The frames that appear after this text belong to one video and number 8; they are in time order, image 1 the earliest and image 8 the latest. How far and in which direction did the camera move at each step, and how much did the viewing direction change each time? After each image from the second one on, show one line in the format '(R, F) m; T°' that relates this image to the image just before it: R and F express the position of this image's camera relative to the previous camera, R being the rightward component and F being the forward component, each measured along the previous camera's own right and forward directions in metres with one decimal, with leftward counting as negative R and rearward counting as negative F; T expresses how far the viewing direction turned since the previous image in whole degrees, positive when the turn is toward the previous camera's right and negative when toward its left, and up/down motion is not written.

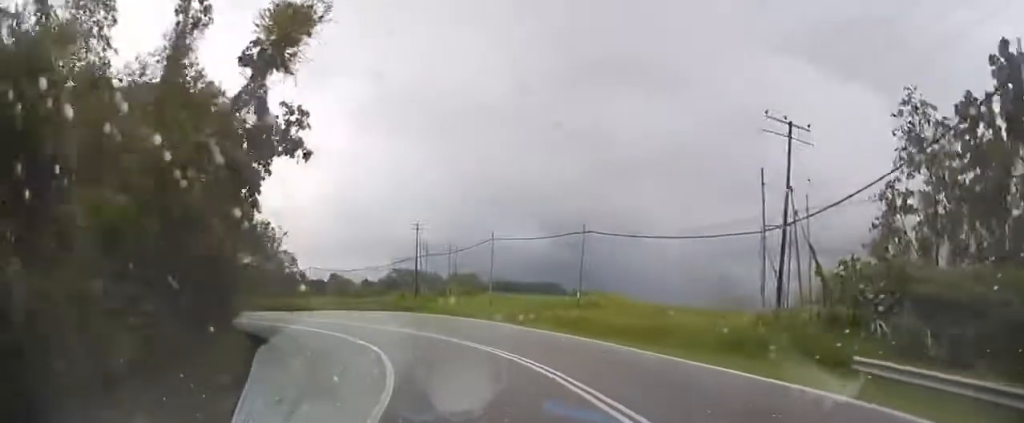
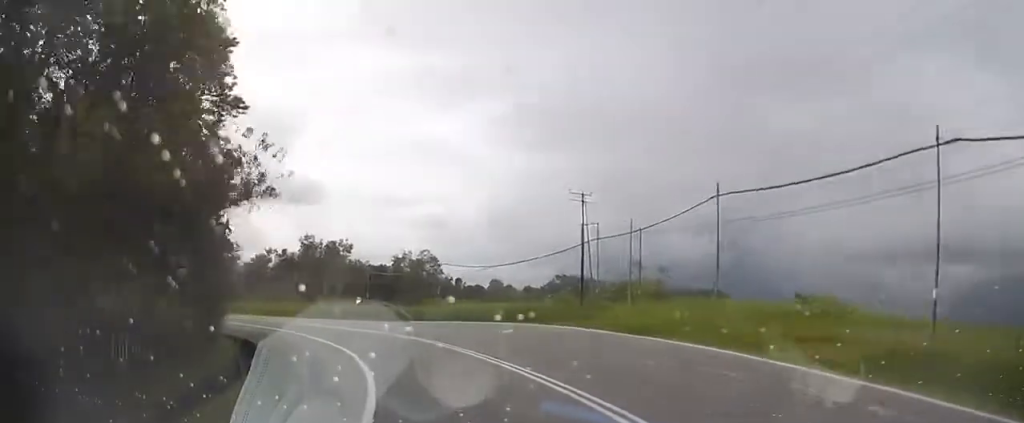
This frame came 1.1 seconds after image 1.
(-2.8, +16.7) m; -25°
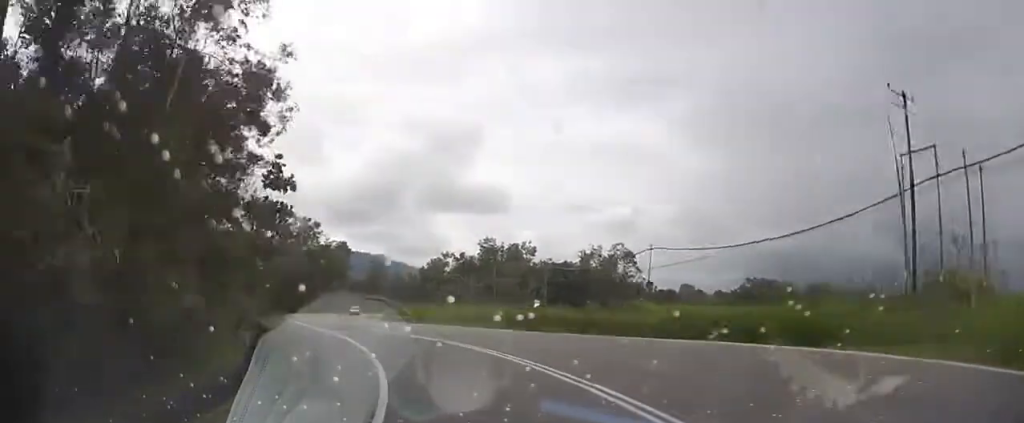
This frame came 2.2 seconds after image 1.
(-4.1, +15.3) m; -15°
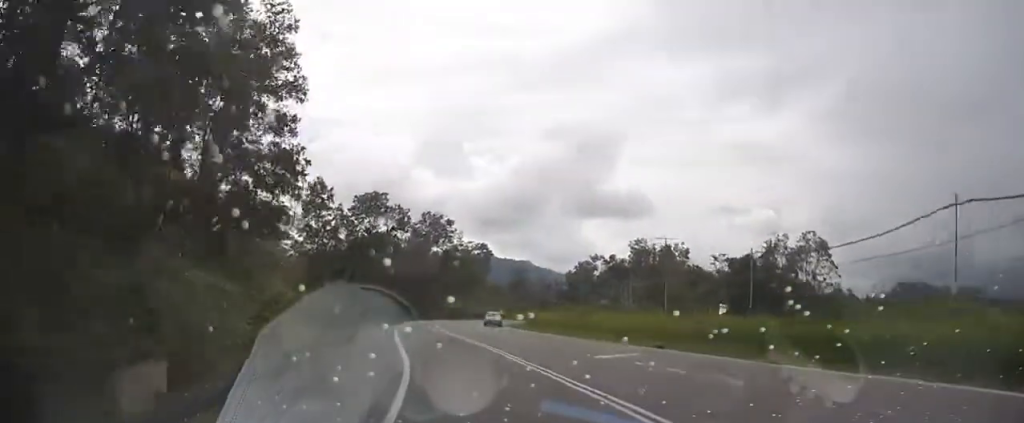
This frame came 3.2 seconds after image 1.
(0.0, +14.8) m; -3°
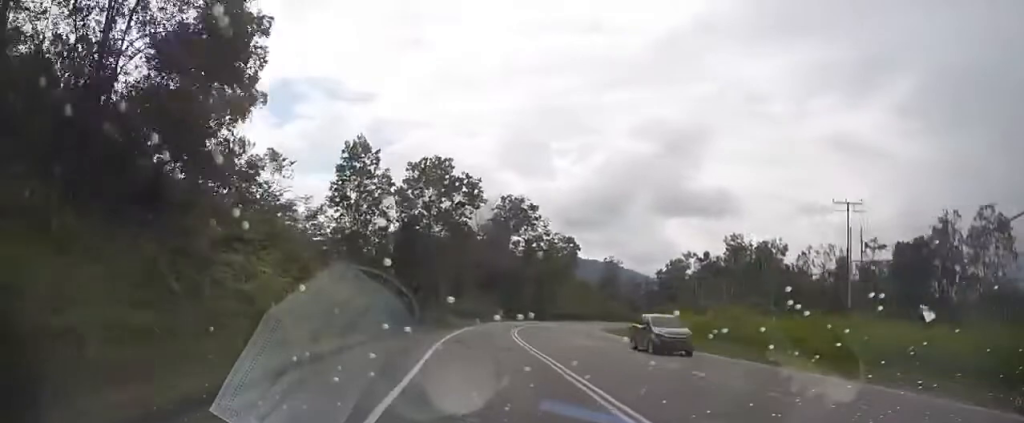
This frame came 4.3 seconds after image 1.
(-0.8, +15.9) m; -10°
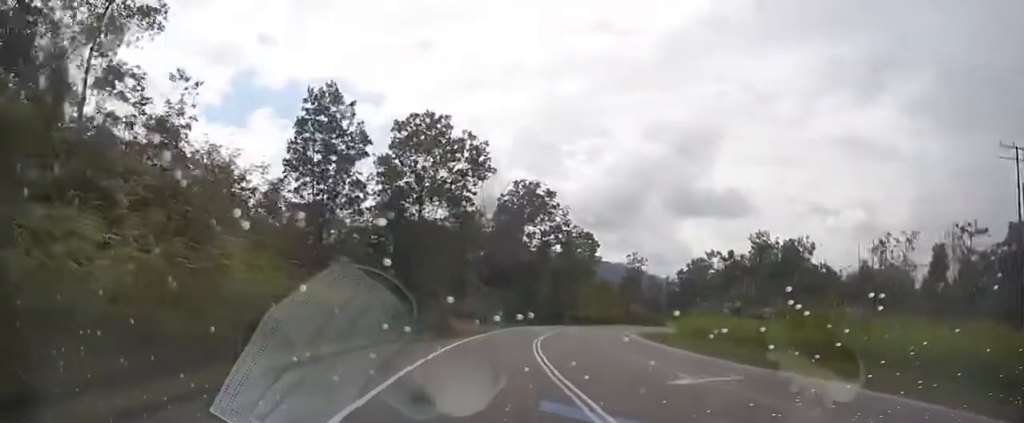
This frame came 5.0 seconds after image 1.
(-1.9, +12.7) m; -5°
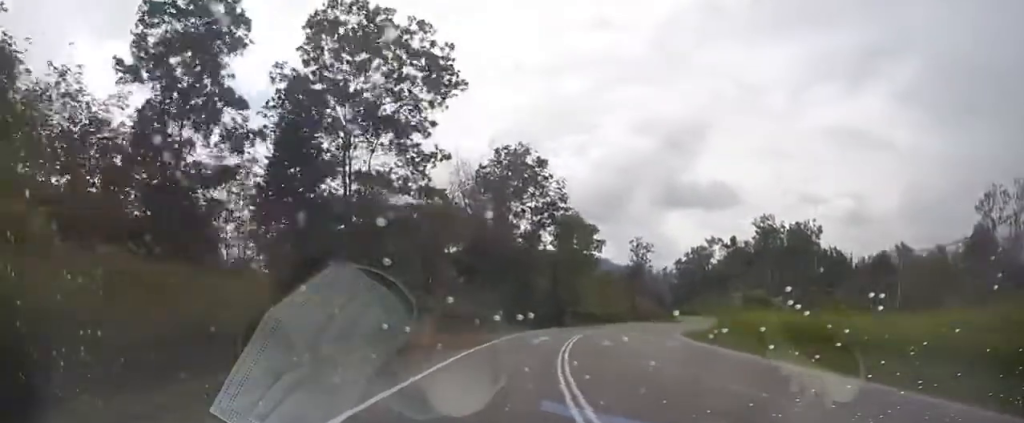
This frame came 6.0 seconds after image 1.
(+0.9, +16.8) m; +3°
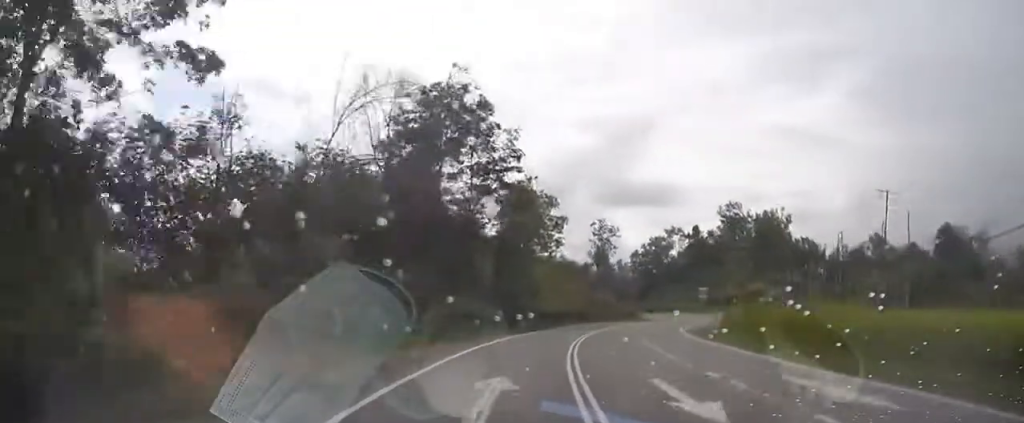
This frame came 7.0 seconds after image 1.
(0.0, +18.4) m; 0°
